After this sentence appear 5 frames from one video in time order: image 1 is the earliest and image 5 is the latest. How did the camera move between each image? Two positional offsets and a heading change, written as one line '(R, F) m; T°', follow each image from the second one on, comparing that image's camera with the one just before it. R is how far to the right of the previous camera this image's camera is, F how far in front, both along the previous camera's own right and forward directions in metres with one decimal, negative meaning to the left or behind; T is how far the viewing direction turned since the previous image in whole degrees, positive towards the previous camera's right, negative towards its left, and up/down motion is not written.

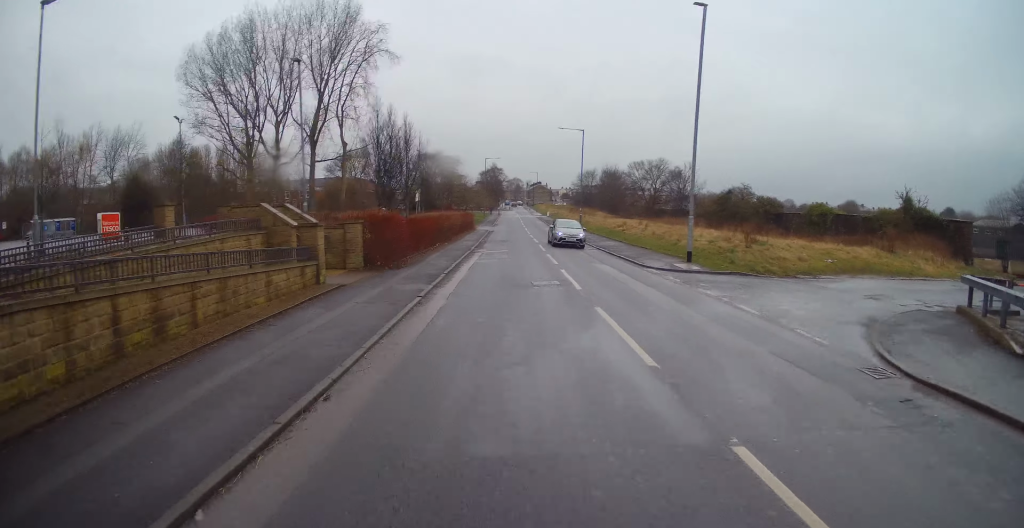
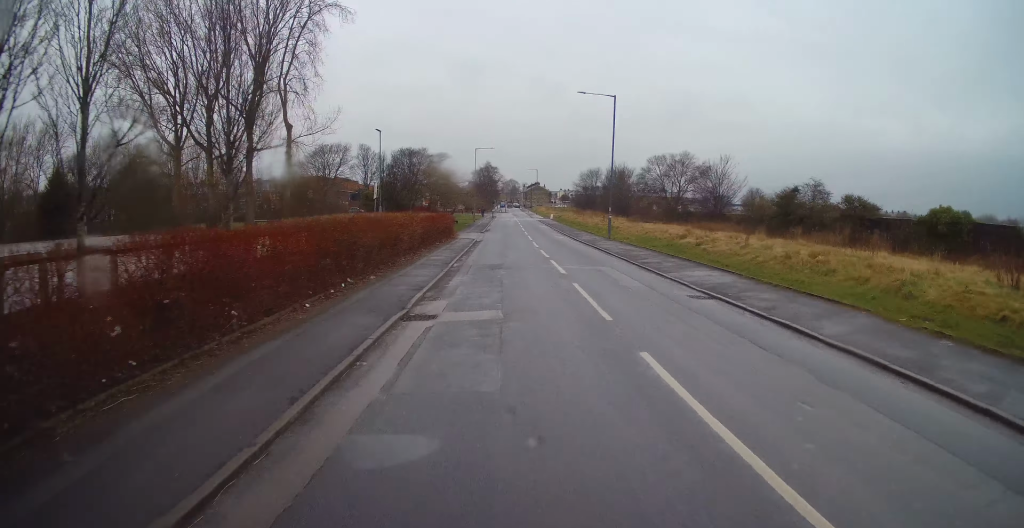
(+0.5, +16.6) m; +1°
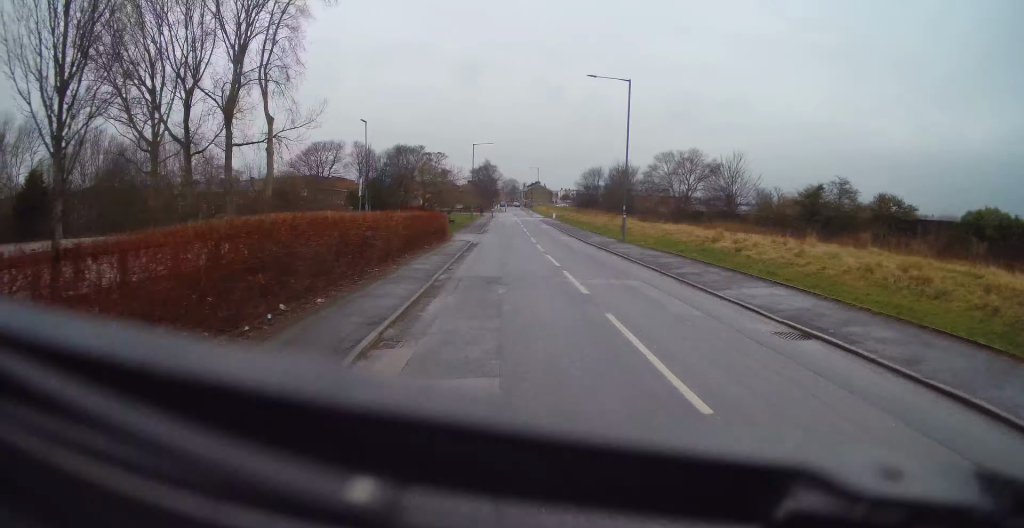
(+0.1, +4.2) m; -1°
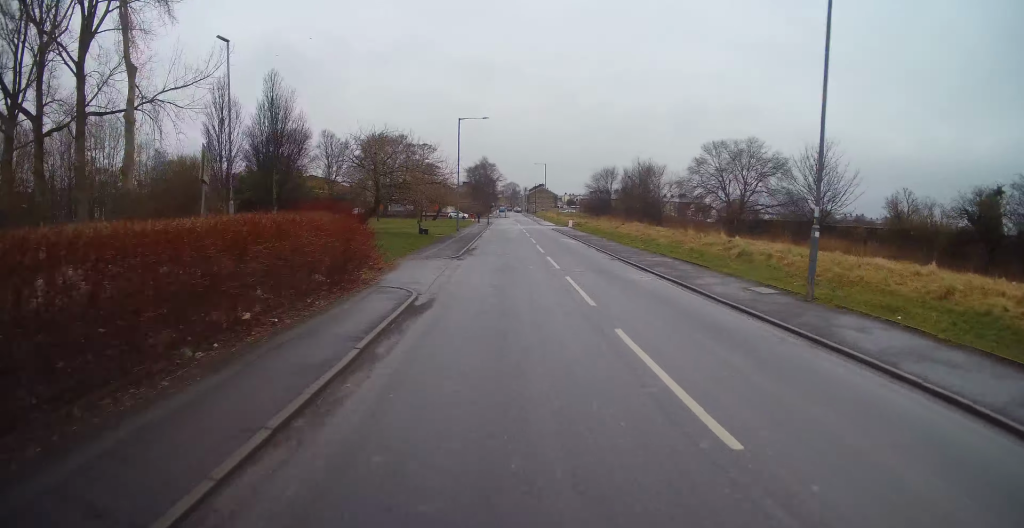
(0.0, +19.9) m; 0°
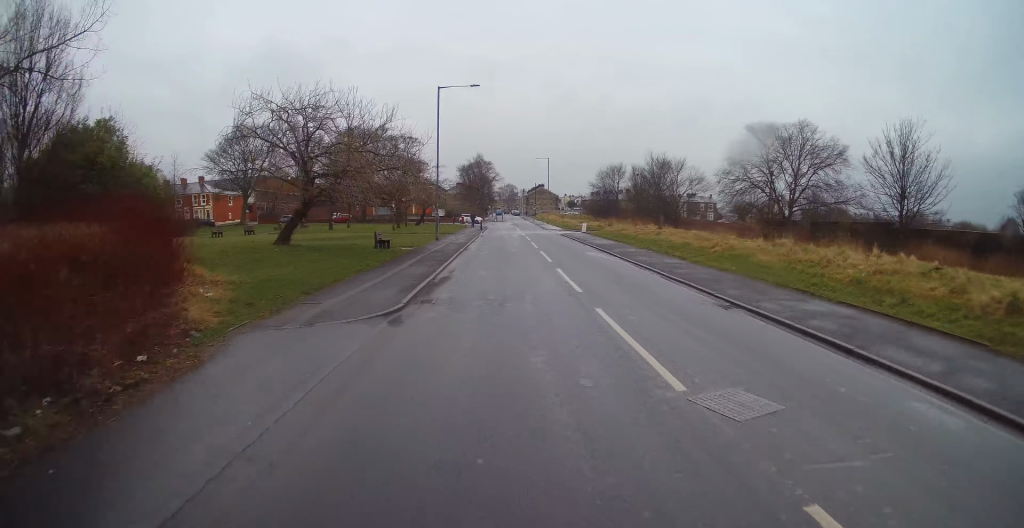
(-0.1, +12.1) m; 0°
